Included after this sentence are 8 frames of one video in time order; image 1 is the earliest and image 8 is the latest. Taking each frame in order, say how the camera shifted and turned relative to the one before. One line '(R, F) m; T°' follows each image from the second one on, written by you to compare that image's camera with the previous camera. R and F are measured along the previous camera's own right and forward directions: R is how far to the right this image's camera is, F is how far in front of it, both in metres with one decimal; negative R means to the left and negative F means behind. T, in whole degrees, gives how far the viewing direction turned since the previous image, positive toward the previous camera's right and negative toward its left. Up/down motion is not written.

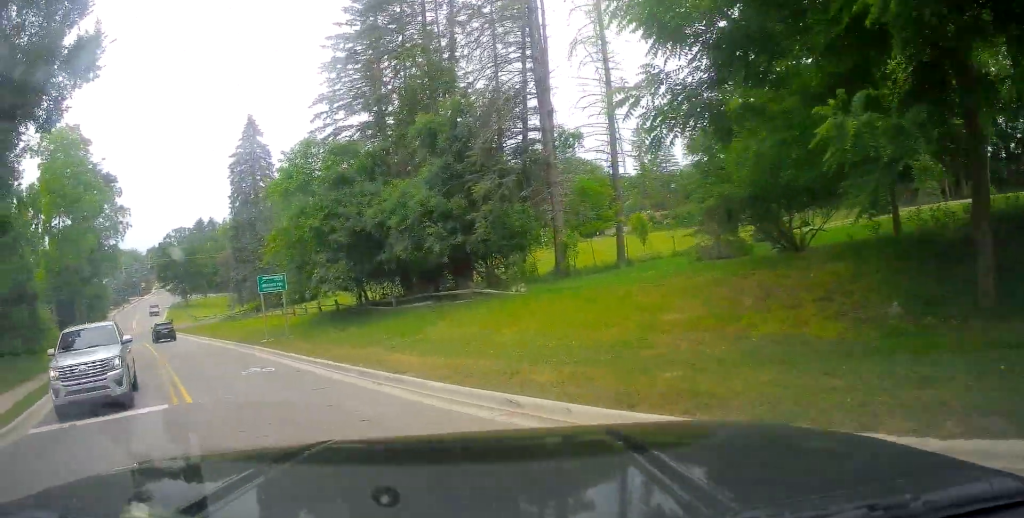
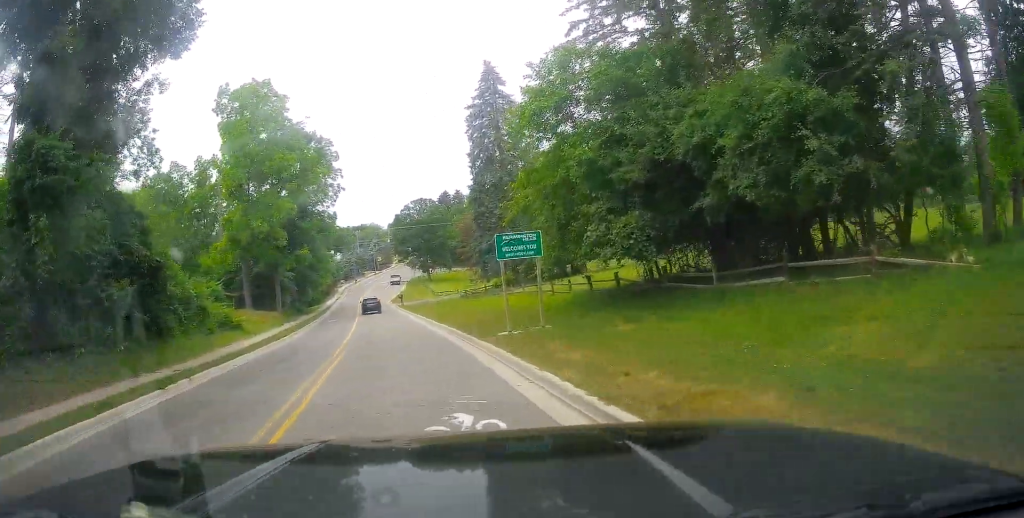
(-2.1, +7.5) m; -28°
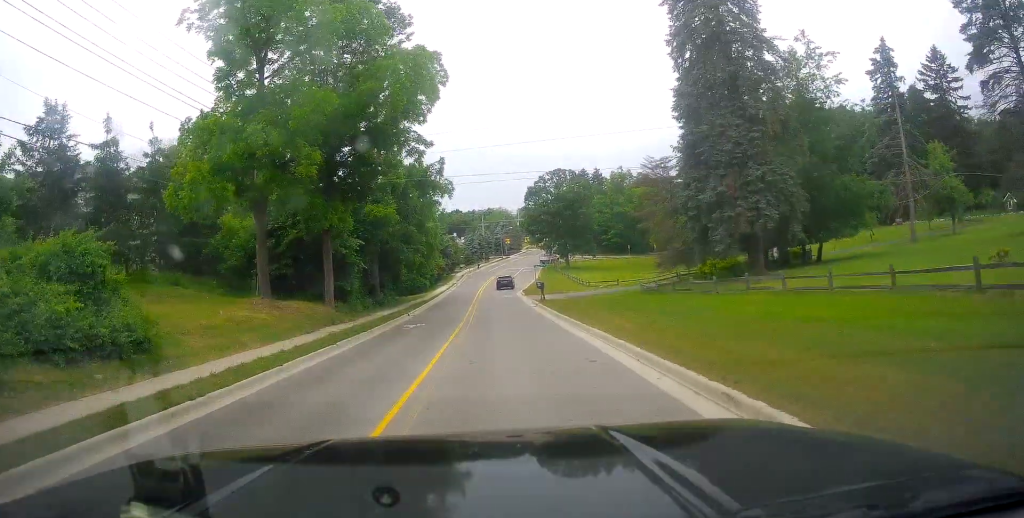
(-3.2, +23.0) m; -9°
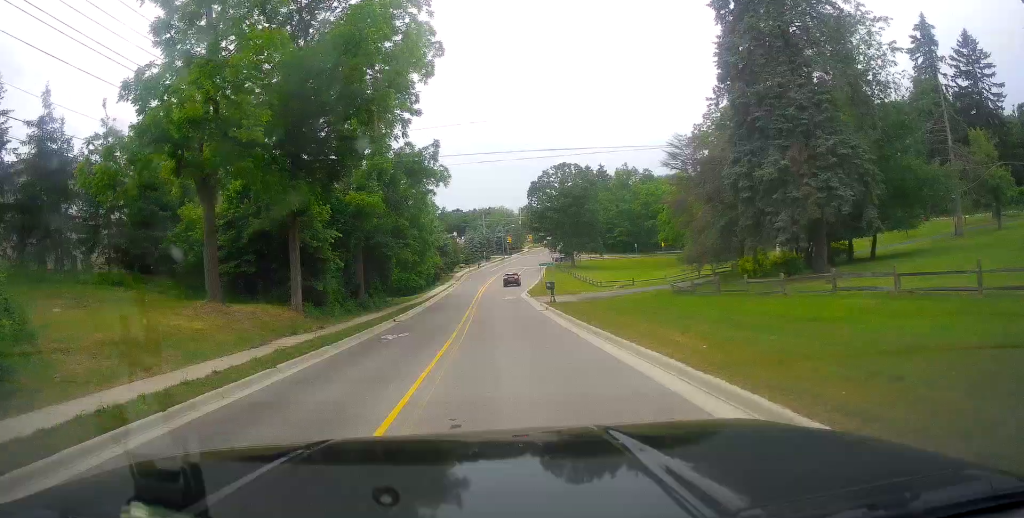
(-0.1, +5.9) m; 0°
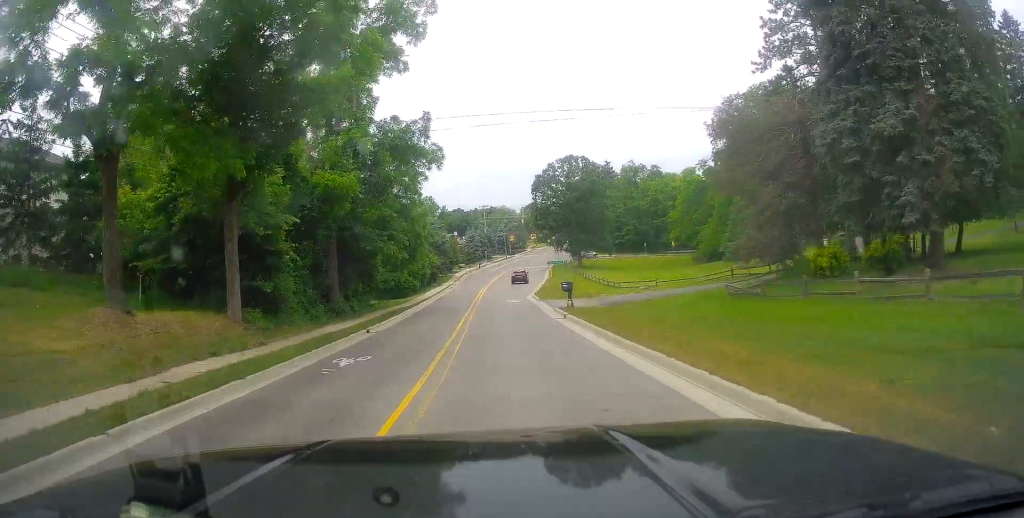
(-0.1, +6.9) m; 0°
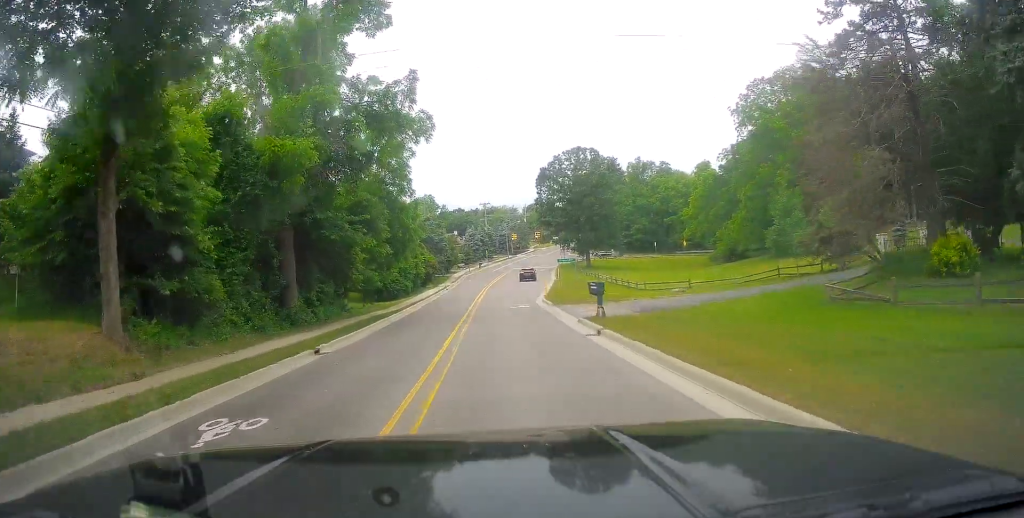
(0.0, +7.5) m; +1°
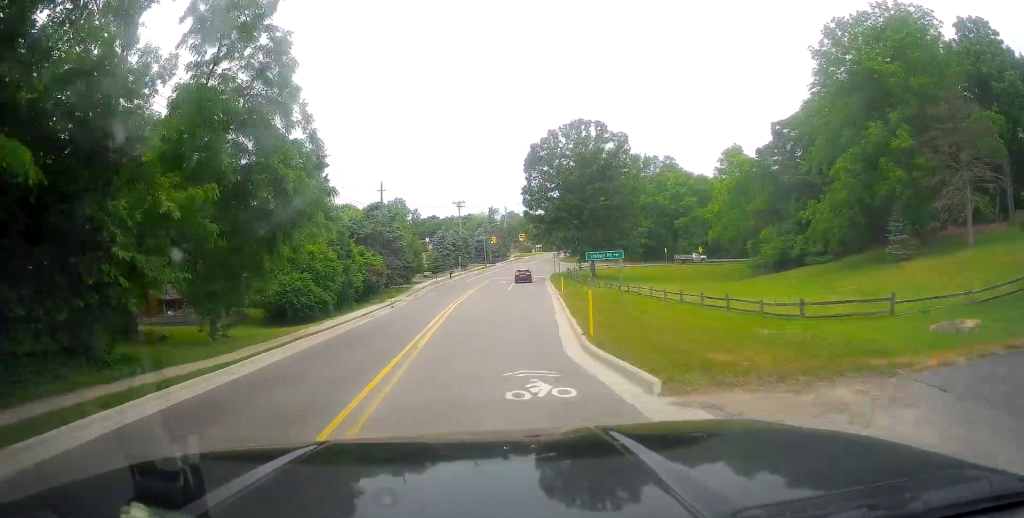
(+0.6, +22.6) m; +1°
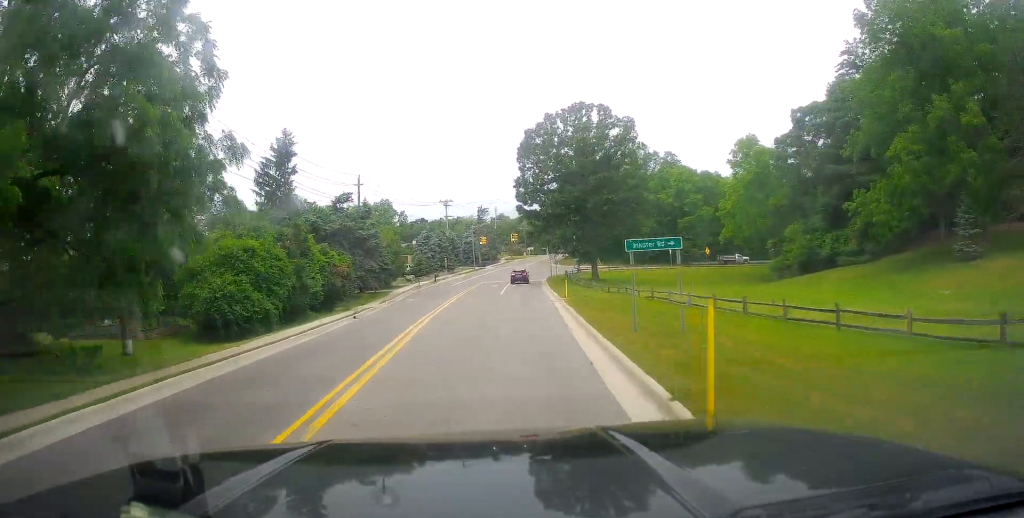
(-0.3, +8.8) m; 0°
